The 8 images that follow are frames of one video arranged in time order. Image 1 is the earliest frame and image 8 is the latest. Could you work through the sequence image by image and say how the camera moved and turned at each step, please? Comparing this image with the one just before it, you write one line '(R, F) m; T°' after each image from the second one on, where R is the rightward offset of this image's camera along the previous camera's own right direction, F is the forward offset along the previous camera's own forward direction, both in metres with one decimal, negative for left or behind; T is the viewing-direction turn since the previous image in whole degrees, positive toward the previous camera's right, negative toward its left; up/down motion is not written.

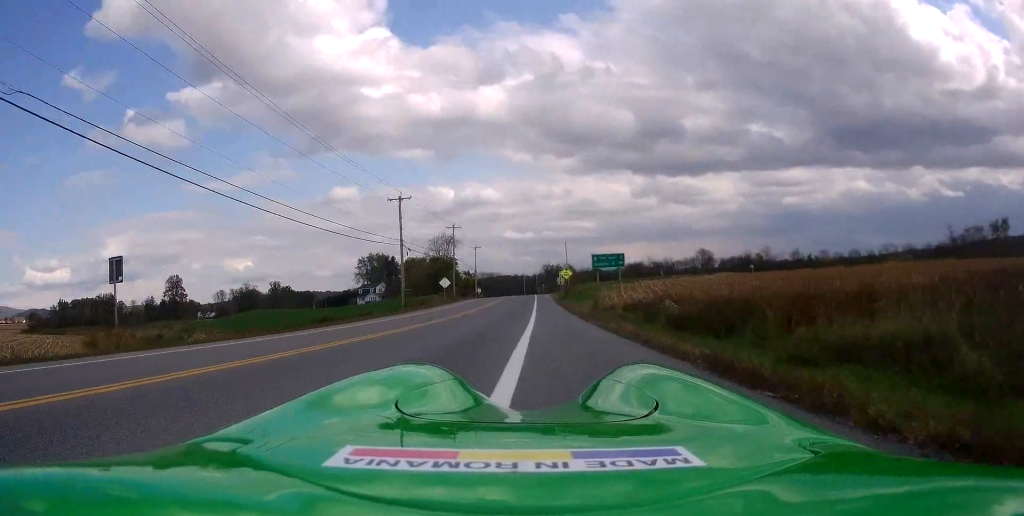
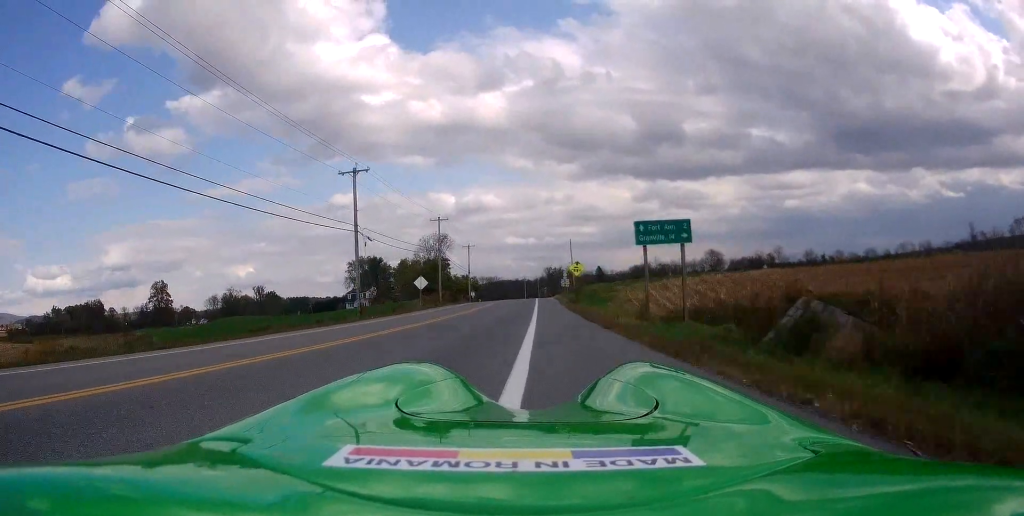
(-0.4, +14.3) m; 0°
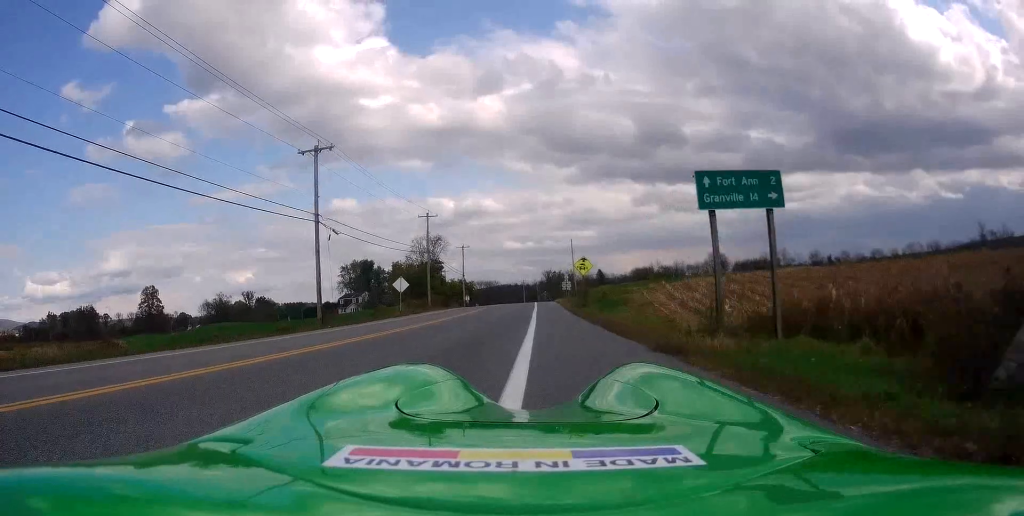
(0.0, +7.2) m; 0°
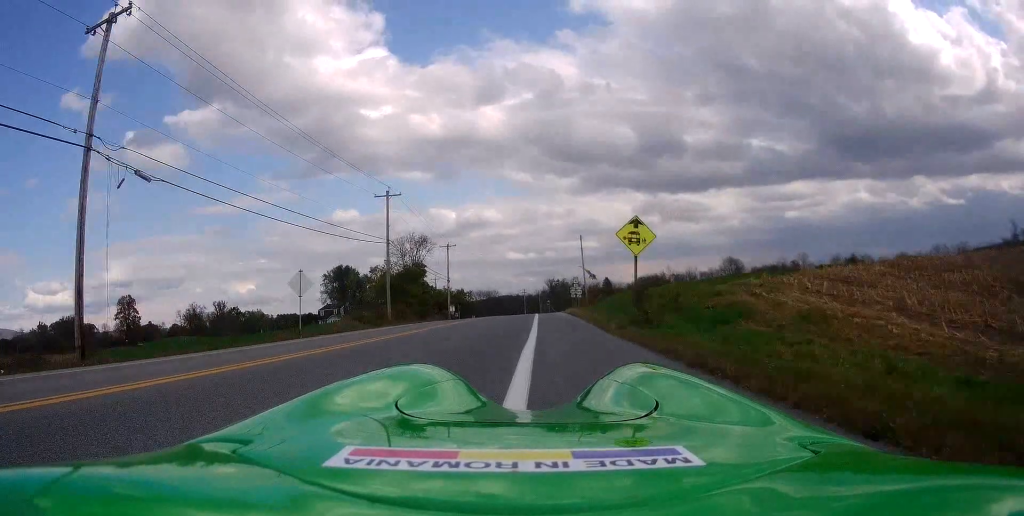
(+0.5, +20.1) m; +1°
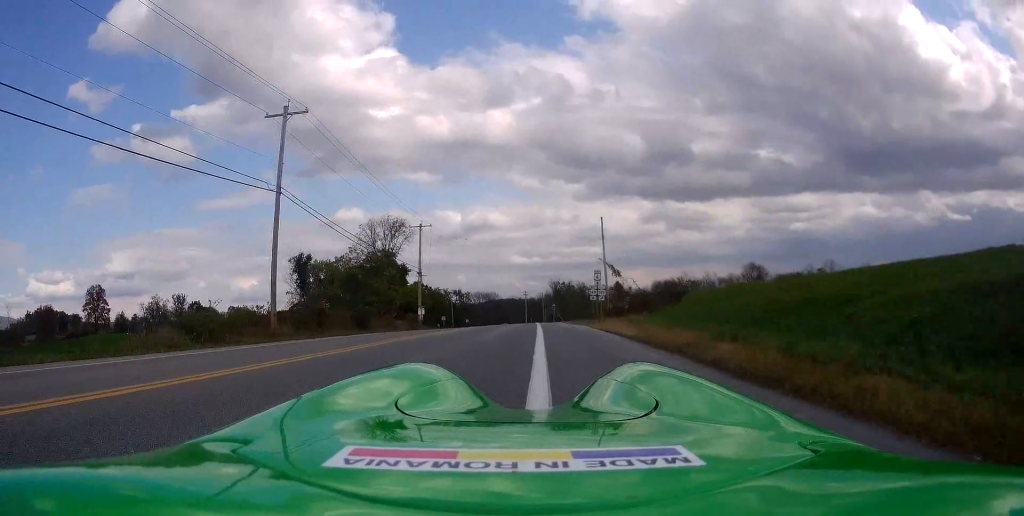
(-0.1, +24.1) m; 0°
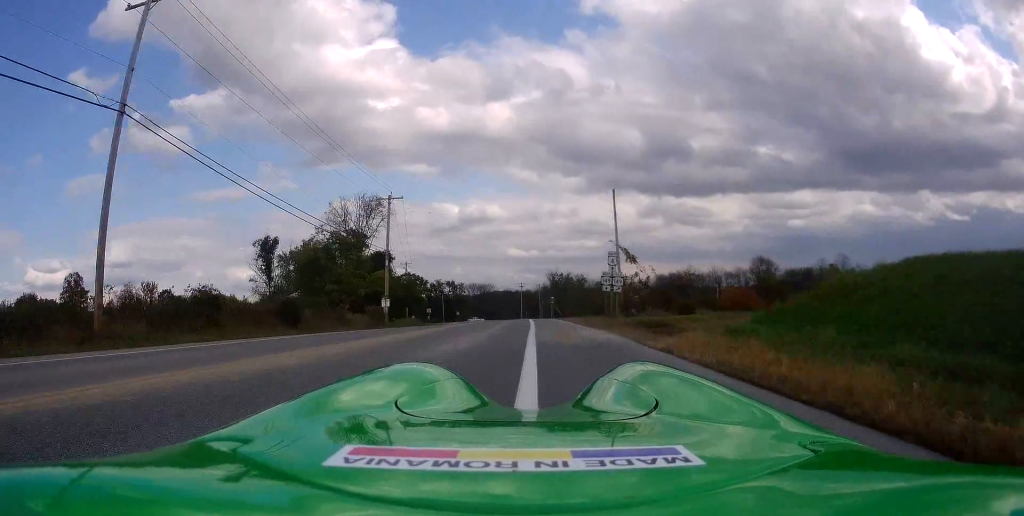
(0.0, +12.5) m; -1°
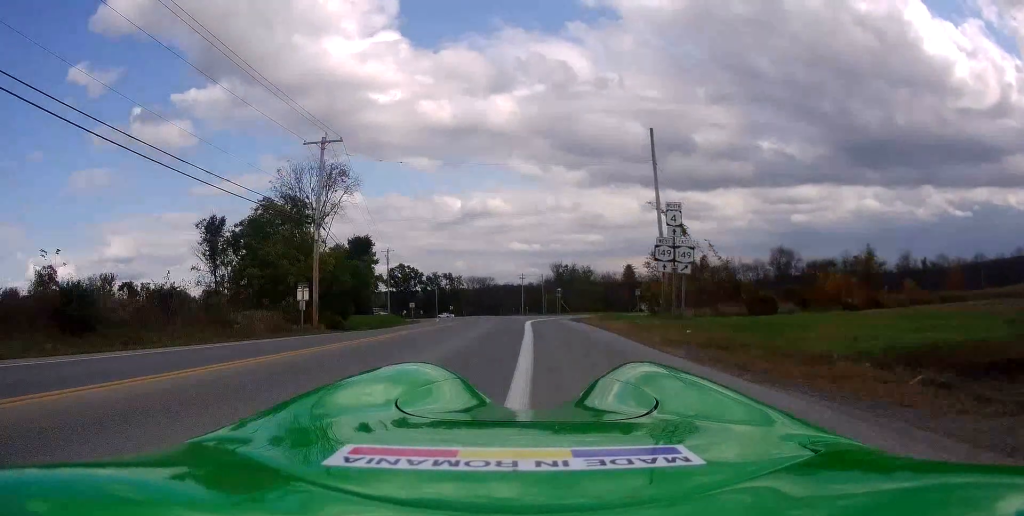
(-0.4, +17.9) m; -1°
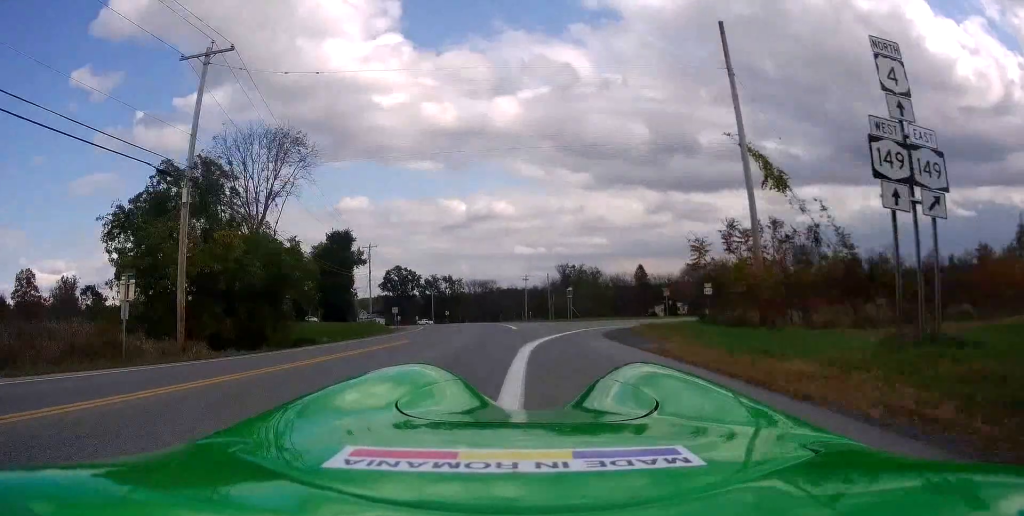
(0.0, +14.2) m; +1°
